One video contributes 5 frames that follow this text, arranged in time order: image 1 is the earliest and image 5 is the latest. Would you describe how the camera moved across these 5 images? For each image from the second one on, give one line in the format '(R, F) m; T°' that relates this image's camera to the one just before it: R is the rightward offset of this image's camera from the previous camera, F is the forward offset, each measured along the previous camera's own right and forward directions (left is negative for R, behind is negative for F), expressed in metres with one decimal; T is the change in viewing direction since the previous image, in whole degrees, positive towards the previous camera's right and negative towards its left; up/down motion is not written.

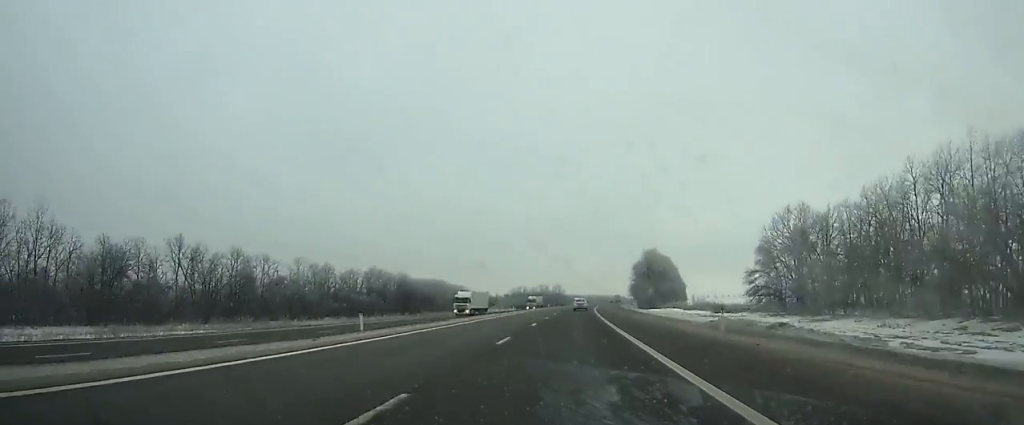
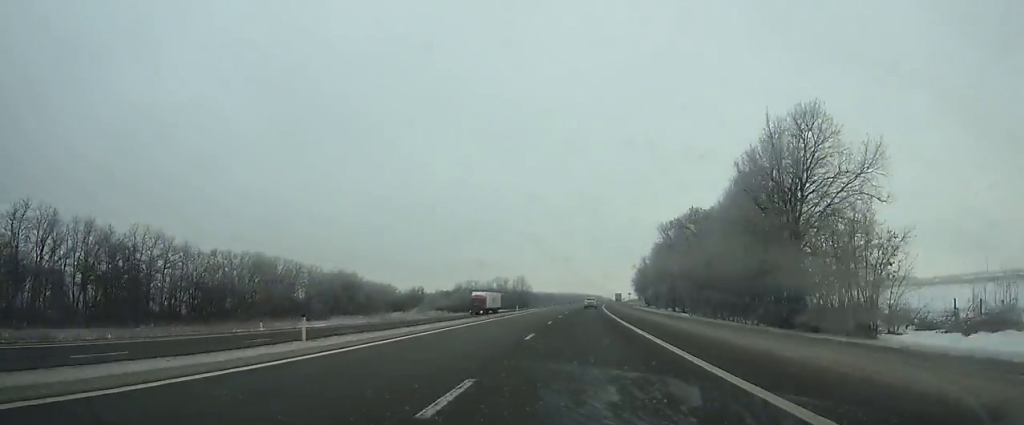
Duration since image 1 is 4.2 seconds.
(+2.7, +106.8) m; +4°
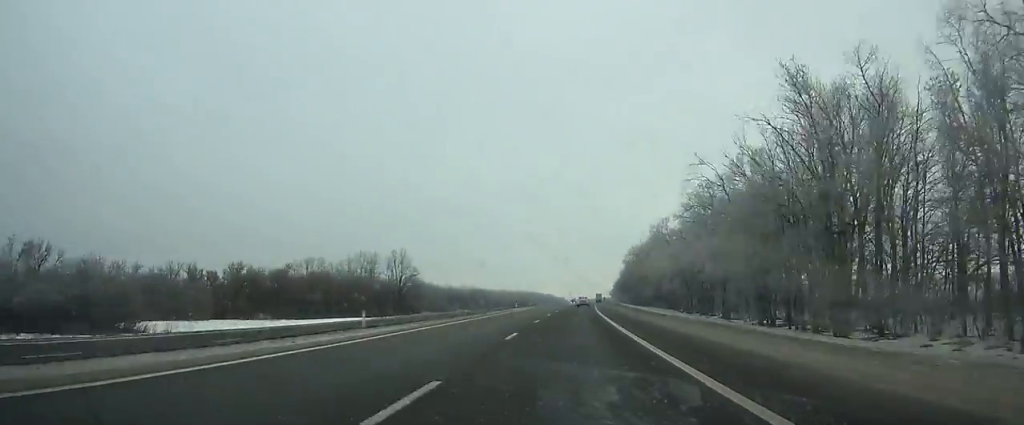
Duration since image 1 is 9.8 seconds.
(+6.5, +144.9) m; +4°
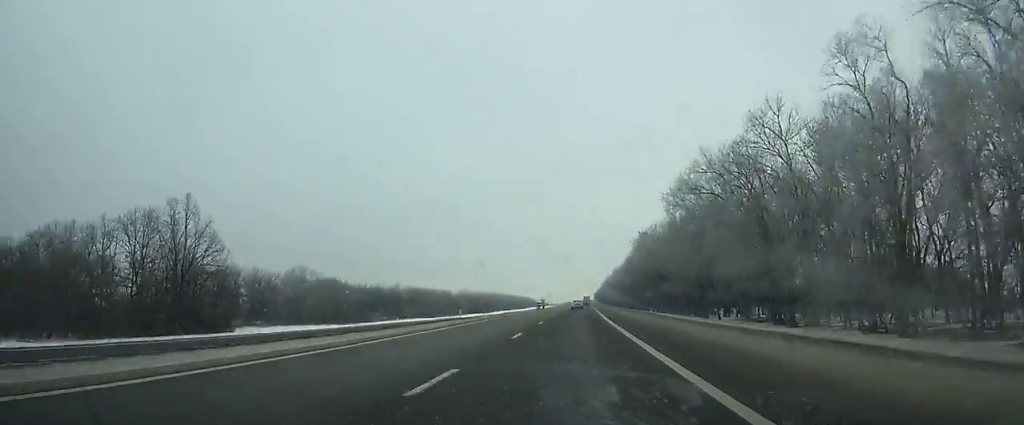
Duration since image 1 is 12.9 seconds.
(+1.3, +82.8) m; +2°
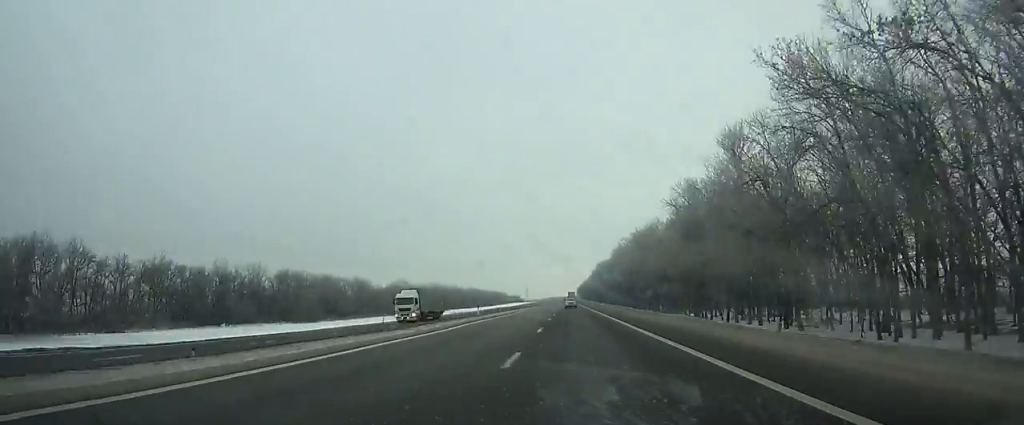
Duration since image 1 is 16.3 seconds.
(+1.3, +93.5) m; +1°
